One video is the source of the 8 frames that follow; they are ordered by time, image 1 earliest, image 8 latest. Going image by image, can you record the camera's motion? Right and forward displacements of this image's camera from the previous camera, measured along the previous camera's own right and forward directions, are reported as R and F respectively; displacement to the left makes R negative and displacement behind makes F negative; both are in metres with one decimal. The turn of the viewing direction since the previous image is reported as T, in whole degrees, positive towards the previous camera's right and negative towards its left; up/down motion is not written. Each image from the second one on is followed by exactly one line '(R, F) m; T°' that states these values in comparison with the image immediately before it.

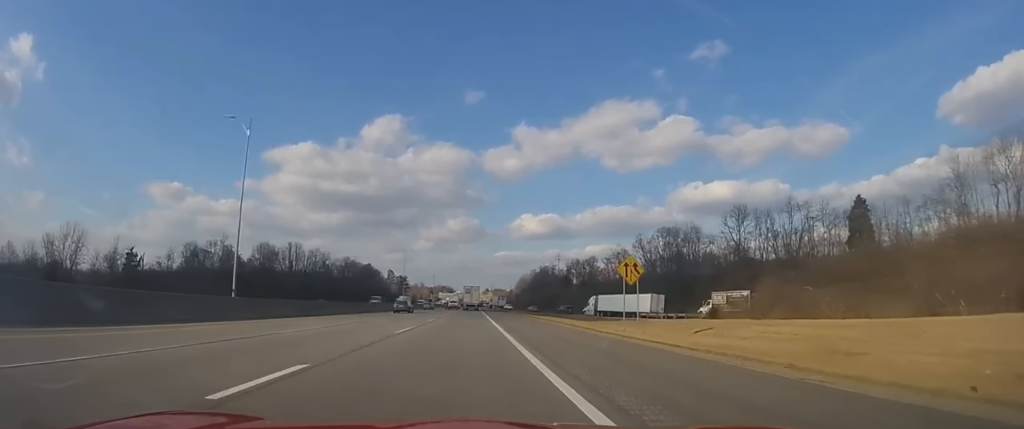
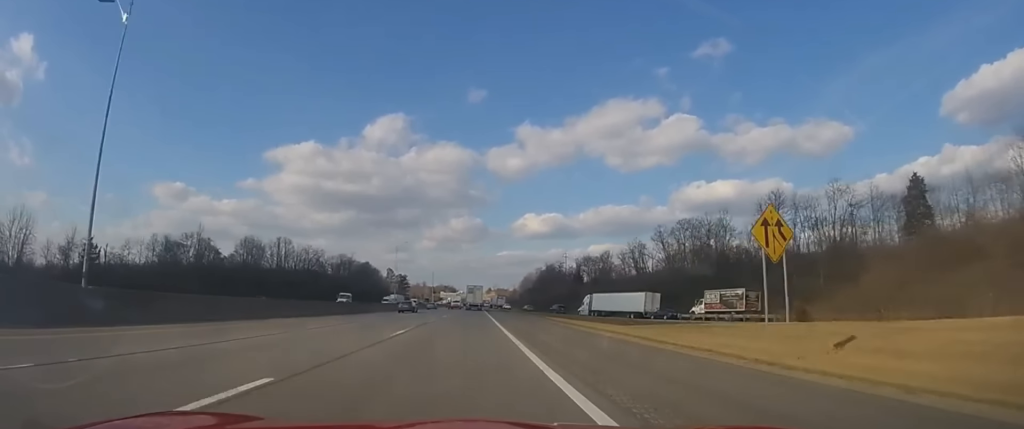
(0.0, +13.5) m; 0°
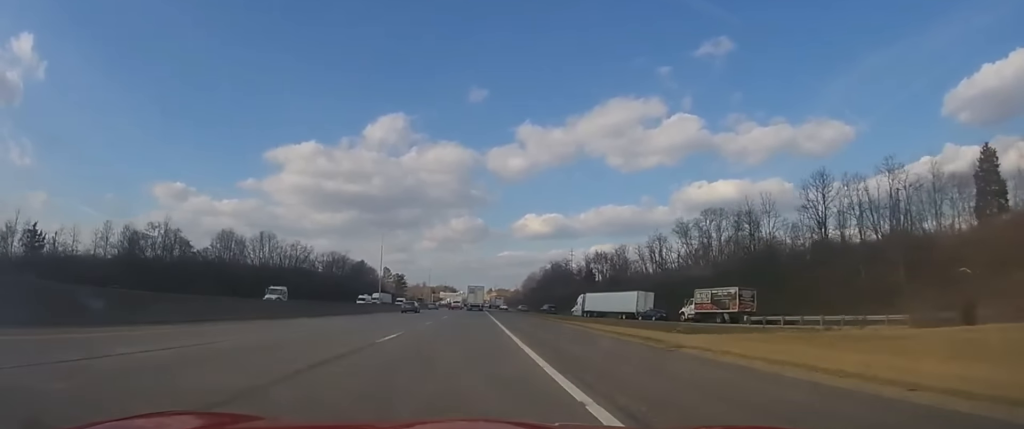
(-0.2, +15.4) m; 0°
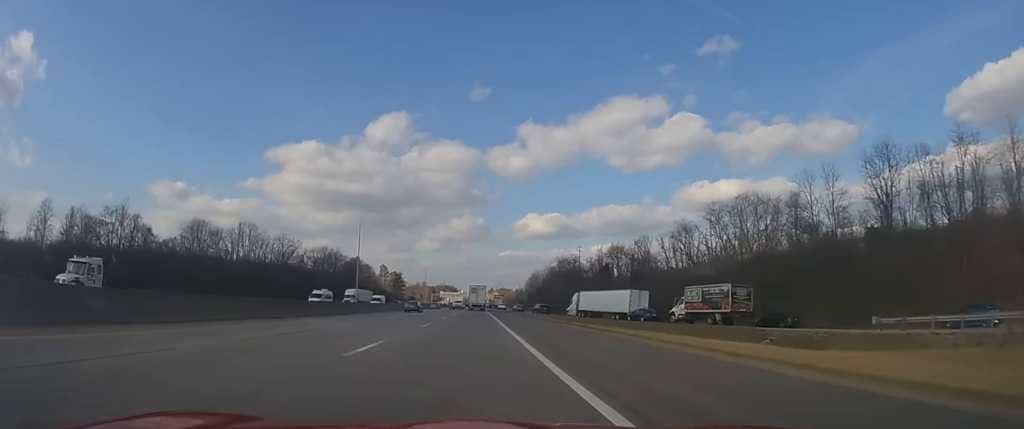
(0.0, +16.4) m; 0°
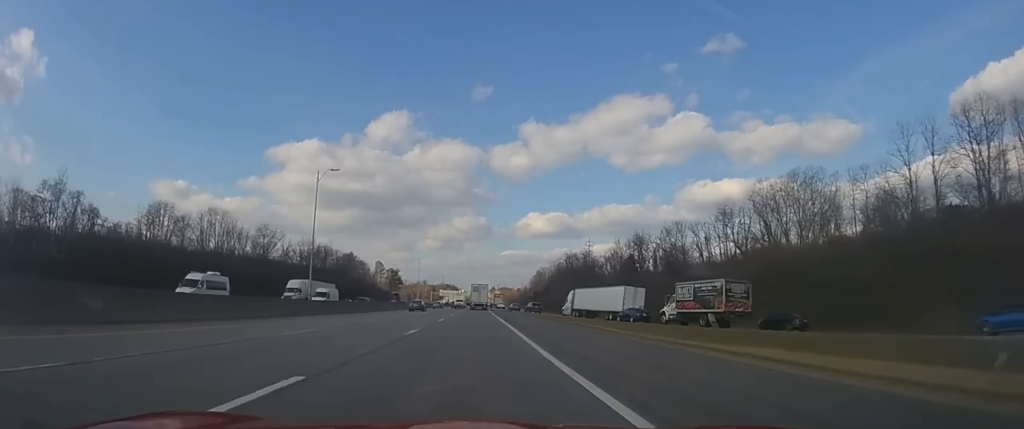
(+0.2, +17.4) m; 0°
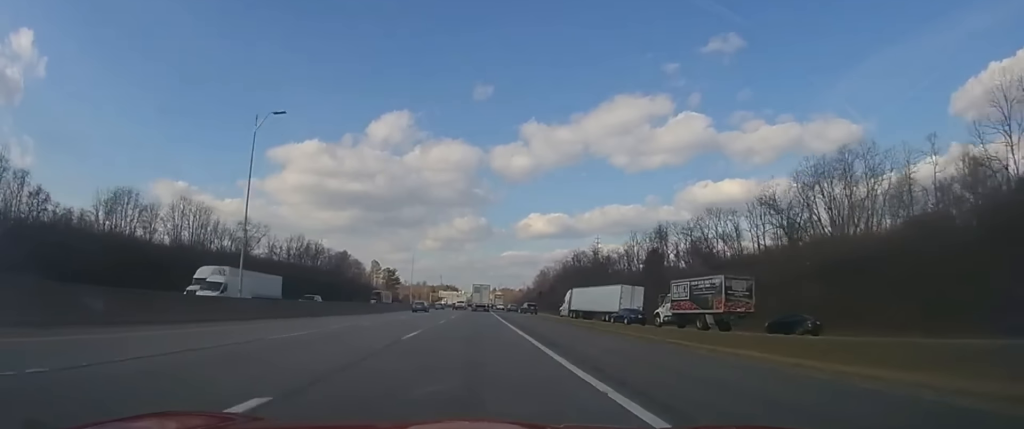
(-0.1, +14.5) m; 0°
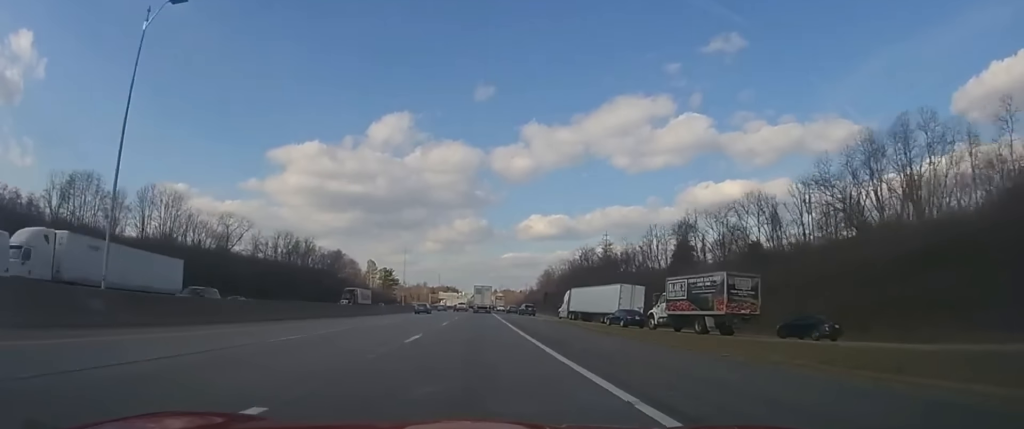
(-0.1, +12.6) m; 0°
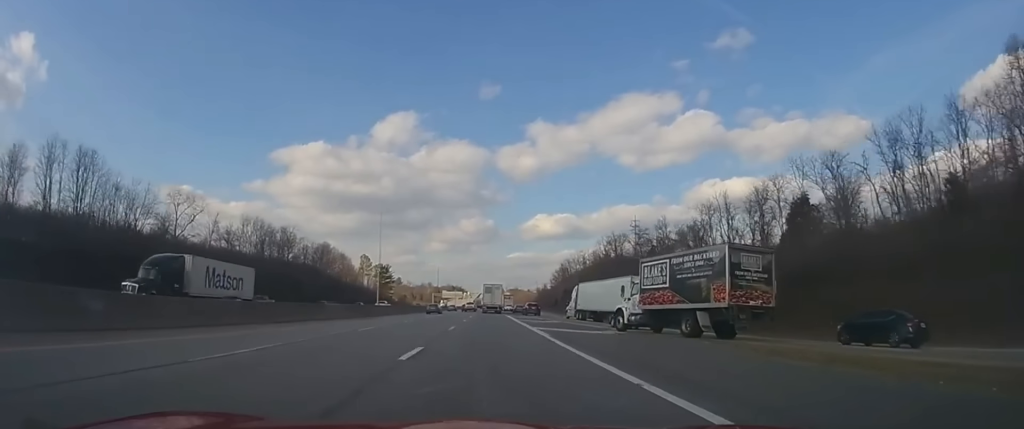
(+0.2, +29.1) m; -1°
